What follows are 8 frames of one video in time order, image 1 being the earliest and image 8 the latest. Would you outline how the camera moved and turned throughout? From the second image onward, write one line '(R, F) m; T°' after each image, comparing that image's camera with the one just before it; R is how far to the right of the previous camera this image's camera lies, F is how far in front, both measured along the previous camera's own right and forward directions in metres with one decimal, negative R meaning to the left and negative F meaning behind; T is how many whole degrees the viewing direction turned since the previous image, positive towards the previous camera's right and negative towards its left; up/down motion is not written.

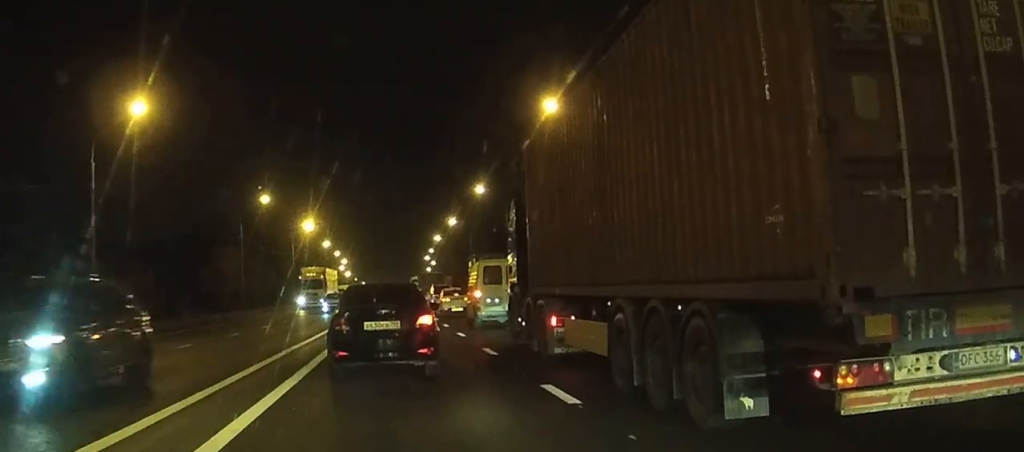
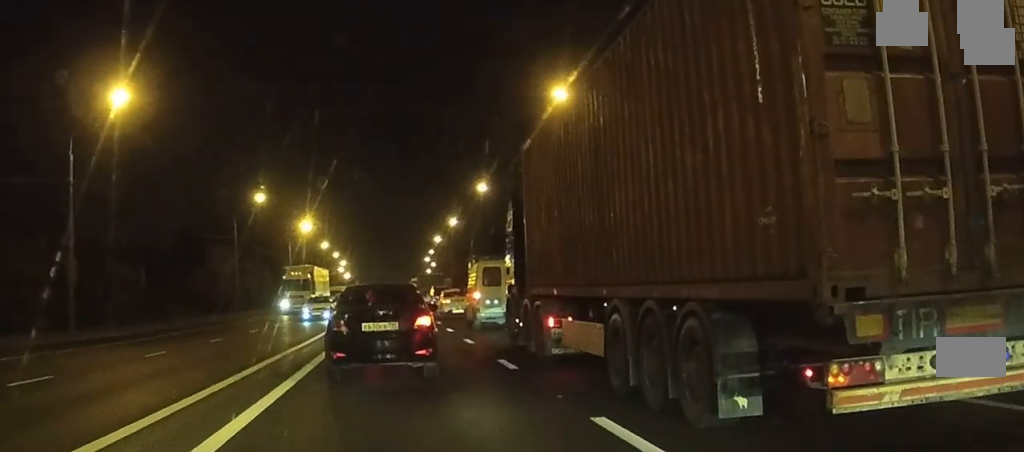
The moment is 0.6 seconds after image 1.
(0.0, +3.2) m; 0°
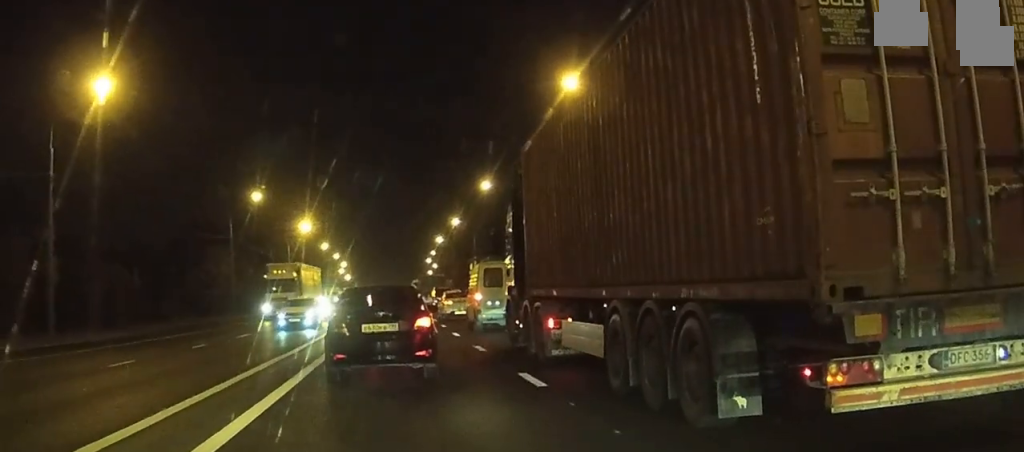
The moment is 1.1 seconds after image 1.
(0.0, +2.8) m; 0°
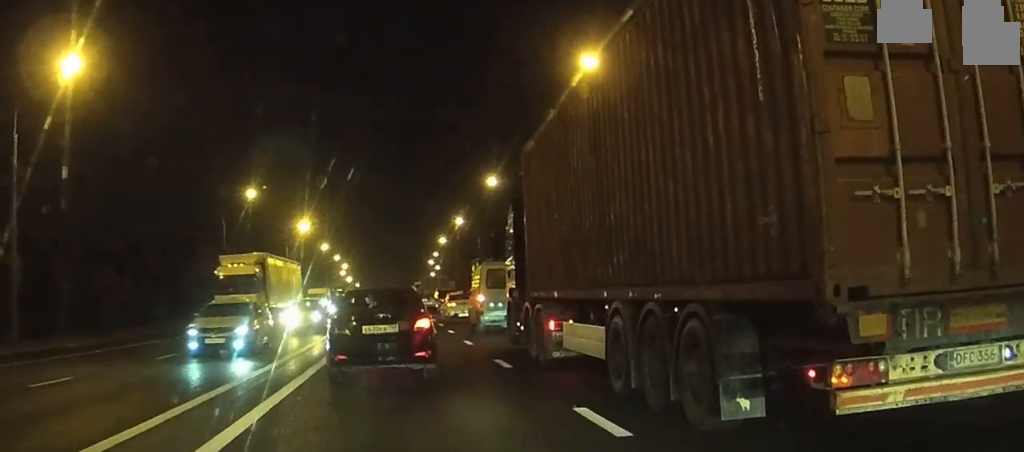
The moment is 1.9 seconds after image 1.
(0.0, +4.4) m; 0°
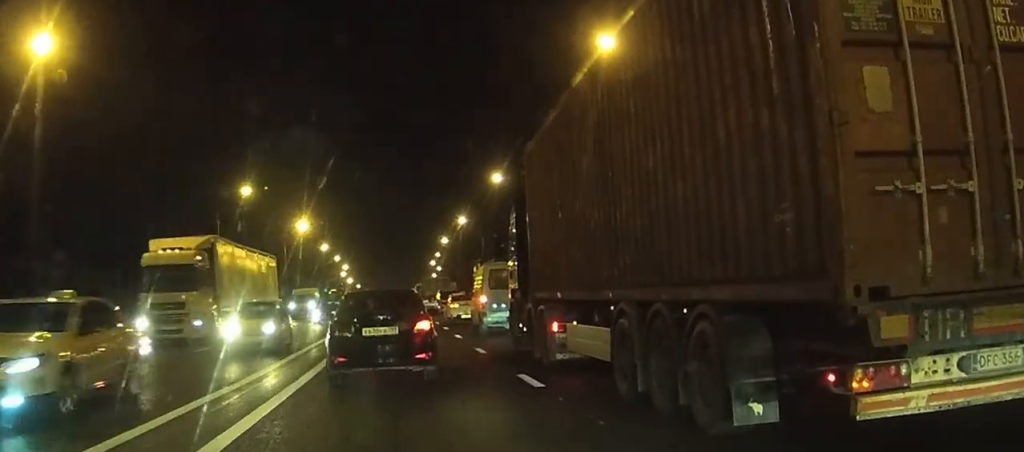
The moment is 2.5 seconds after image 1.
(0.0, +3.3) m; 0°
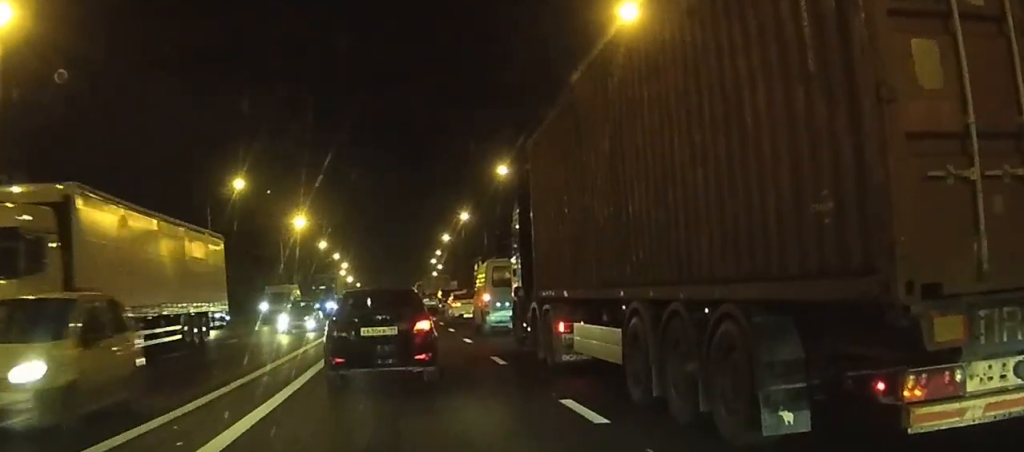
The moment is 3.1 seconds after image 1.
(0.0, +3.6) m; 0°
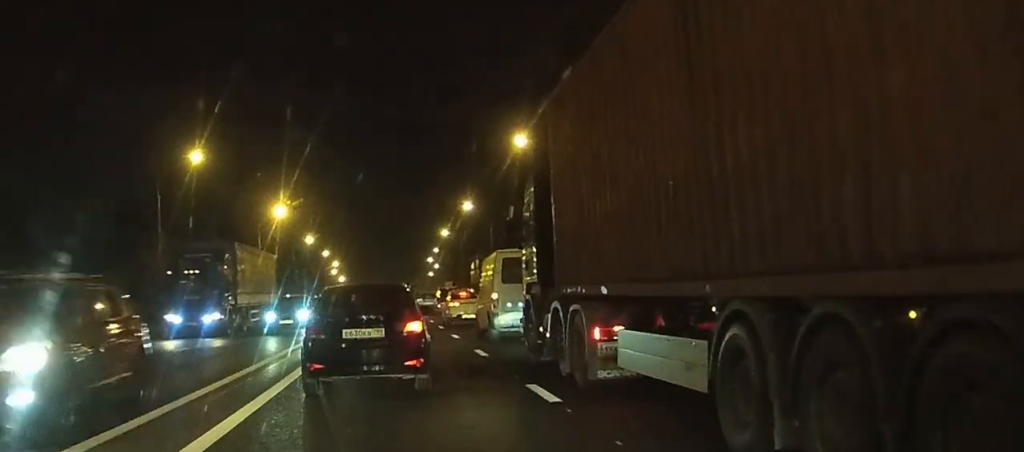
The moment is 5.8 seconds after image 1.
(+0.2, +13.9) m; +2°
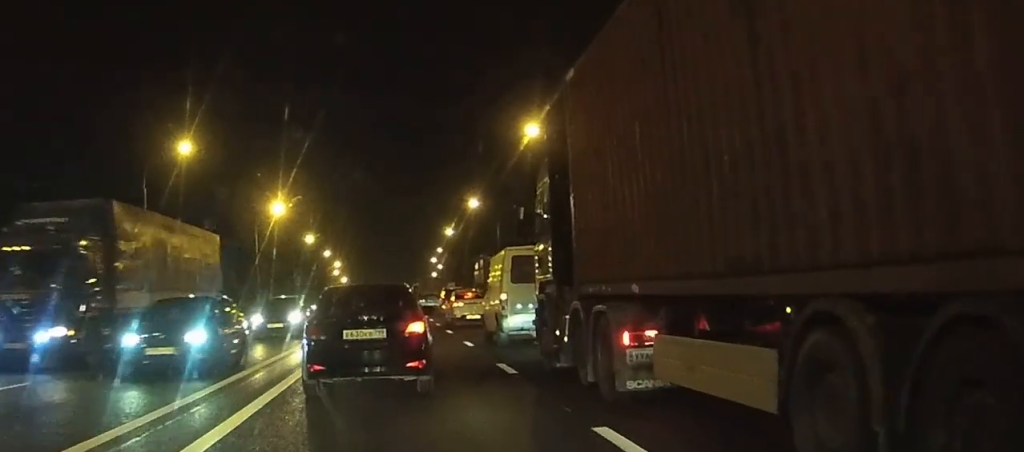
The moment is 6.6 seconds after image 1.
(0.0, +4.2) m; 0°
